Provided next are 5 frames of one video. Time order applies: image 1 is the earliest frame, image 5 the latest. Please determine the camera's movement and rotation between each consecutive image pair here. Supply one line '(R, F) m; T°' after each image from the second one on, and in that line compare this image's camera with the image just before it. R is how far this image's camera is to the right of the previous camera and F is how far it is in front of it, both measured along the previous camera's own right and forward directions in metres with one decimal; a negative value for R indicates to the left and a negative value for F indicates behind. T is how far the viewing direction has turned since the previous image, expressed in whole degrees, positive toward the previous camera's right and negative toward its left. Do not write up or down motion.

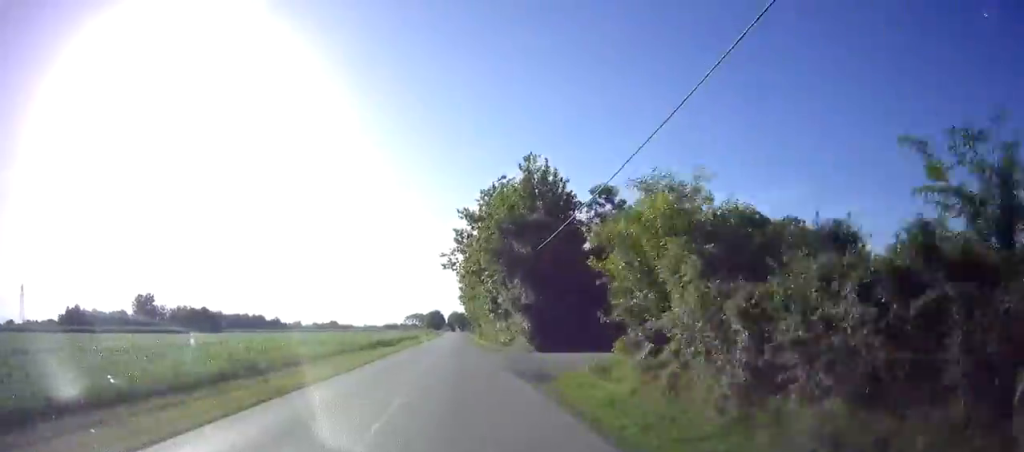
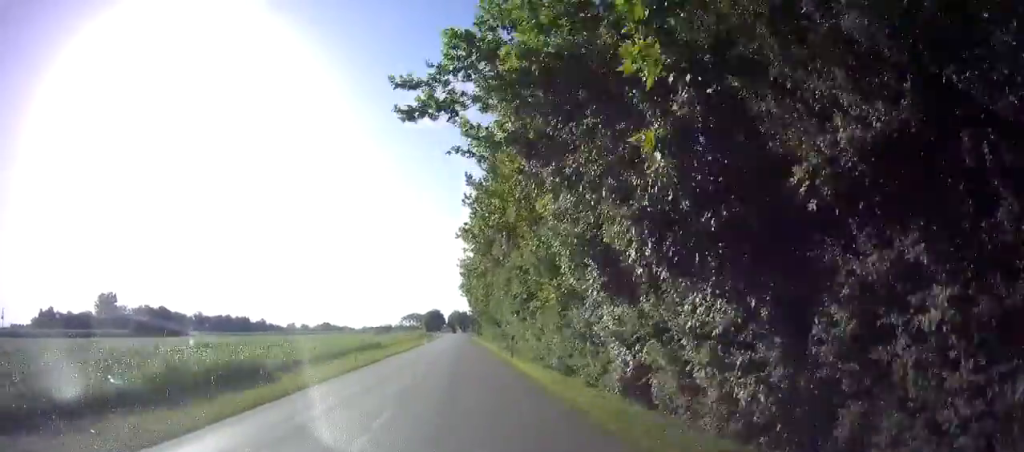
(+0.1, +34.4) m; 0°
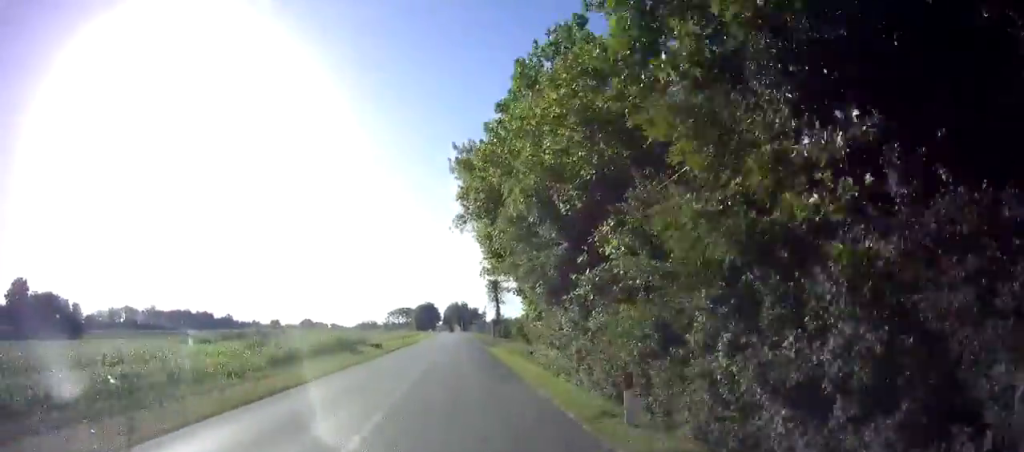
(-0.4, +58.0) m; -1°
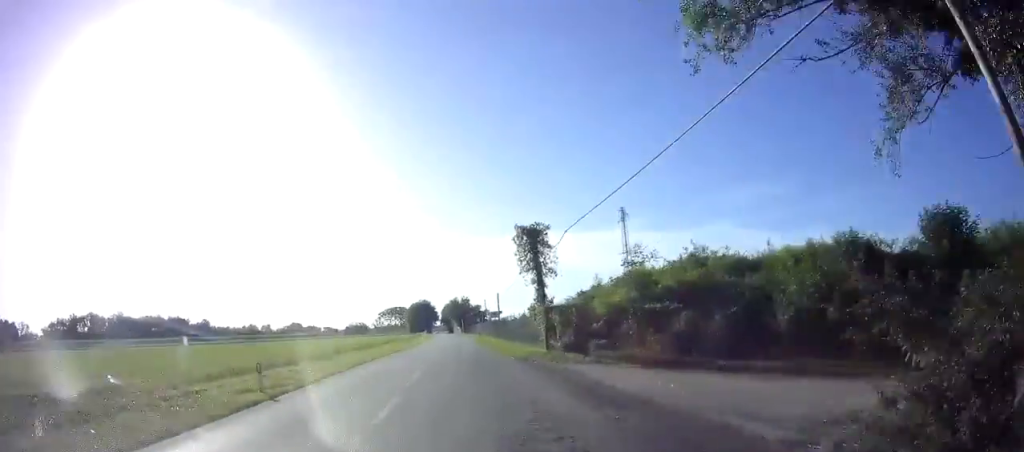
(+0.2, +34.3) m; +1°
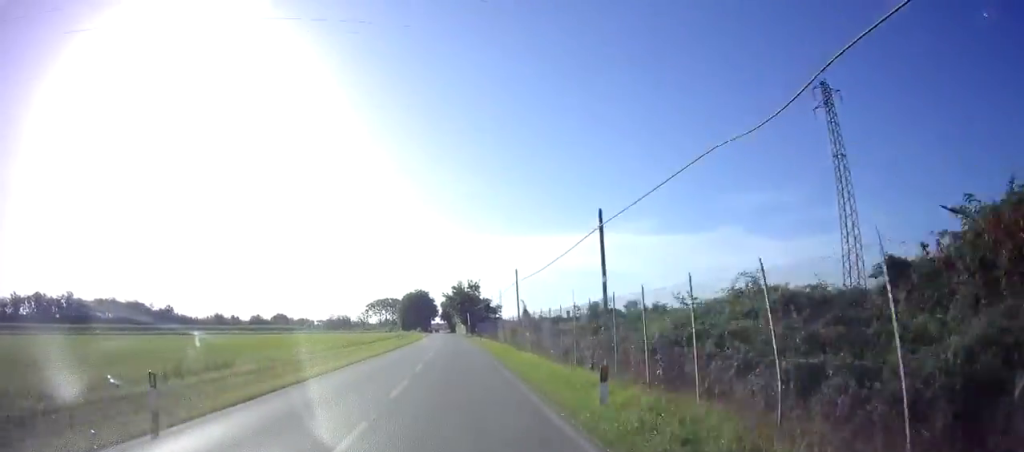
(-0.1, +46.8) m; 0°
